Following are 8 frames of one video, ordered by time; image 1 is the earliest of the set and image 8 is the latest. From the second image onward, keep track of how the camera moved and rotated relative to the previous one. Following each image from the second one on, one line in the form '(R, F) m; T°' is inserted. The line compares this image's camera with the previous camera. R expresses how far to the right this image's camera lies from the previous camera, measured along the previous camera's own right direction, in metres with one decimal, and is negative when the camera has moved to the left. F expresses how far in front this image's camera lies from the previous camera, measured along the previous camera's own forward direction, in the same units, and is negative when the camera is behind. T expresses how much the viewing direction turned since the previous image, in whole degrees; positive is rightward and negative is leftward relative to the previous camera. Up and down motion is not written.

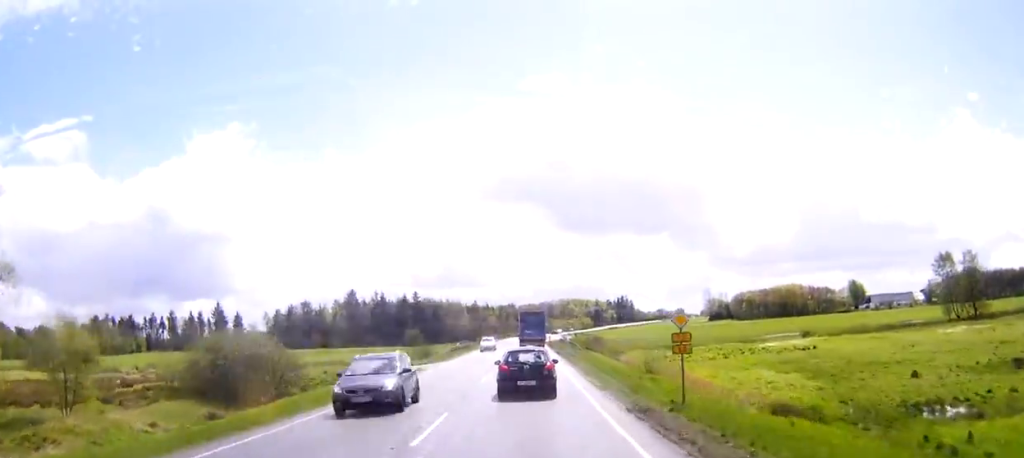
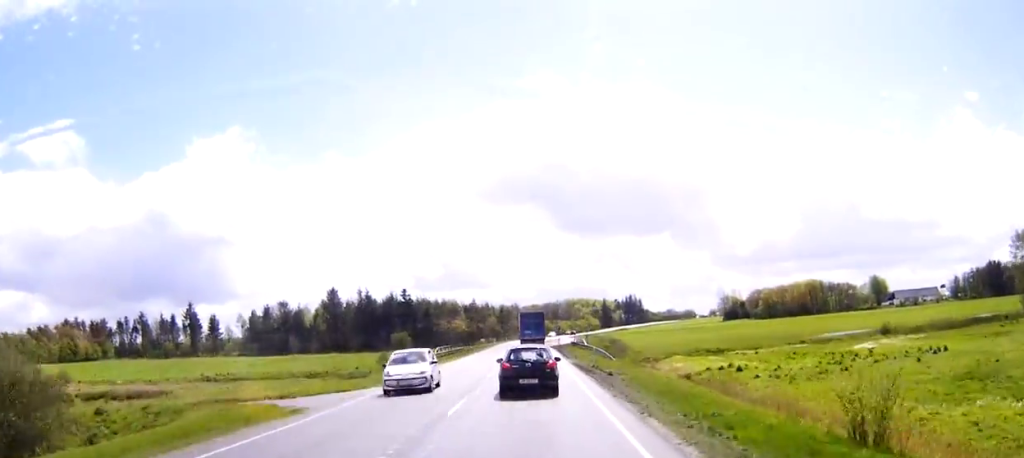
(-0.1, +24.2) m; 0°
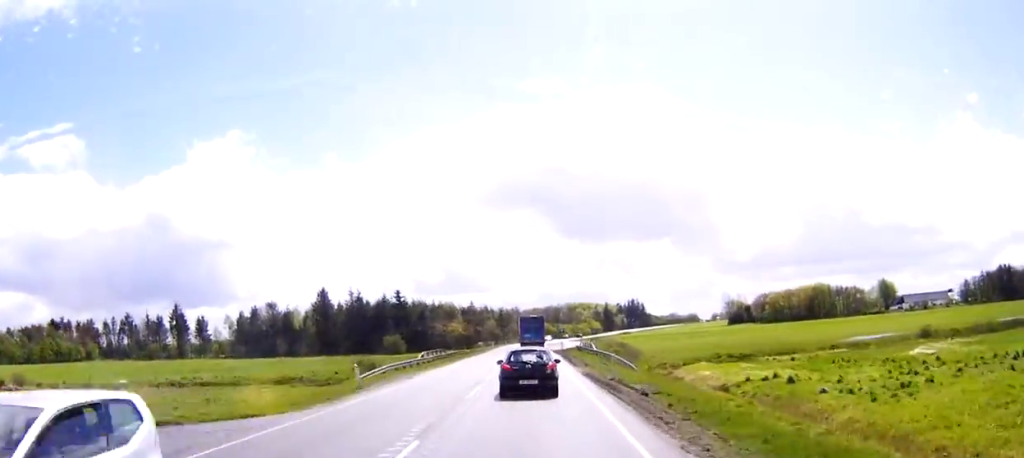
(0.0, +9.6) m; 0°
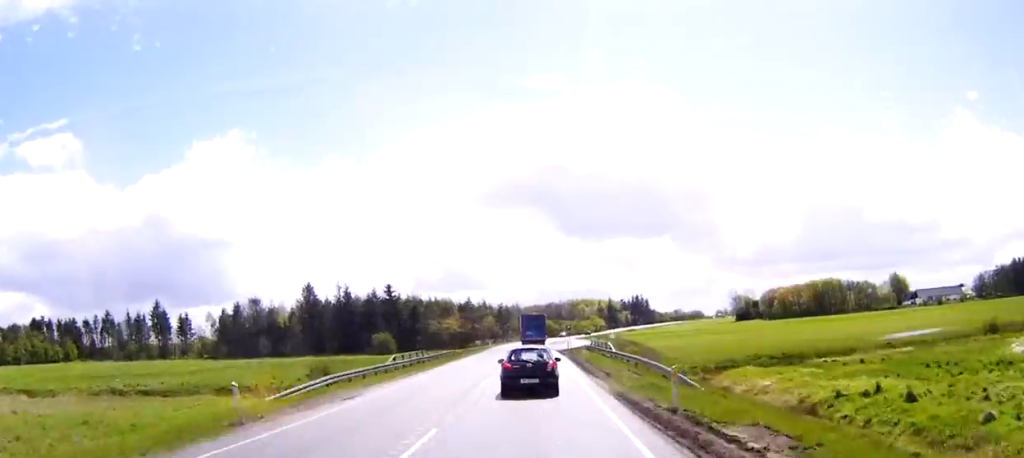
(0.0, +12.9) m; 0°
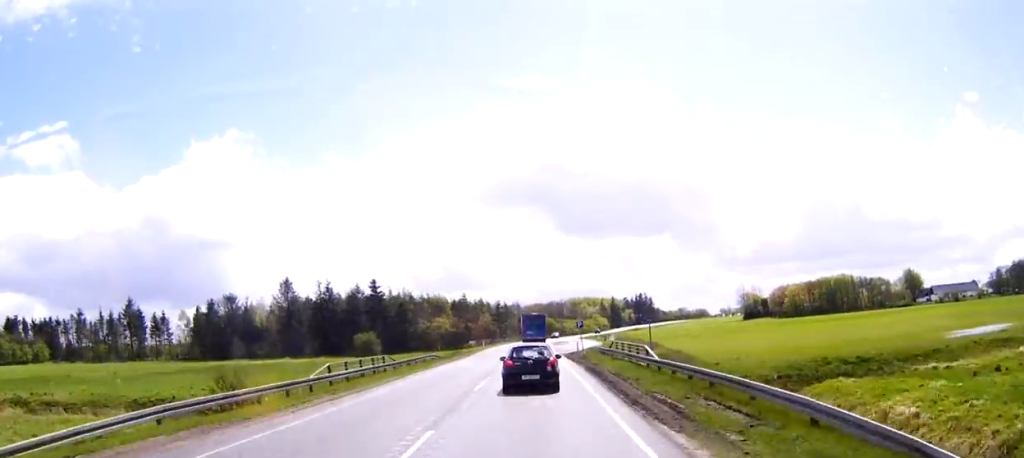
(+0.1, +15.6) m; 0°
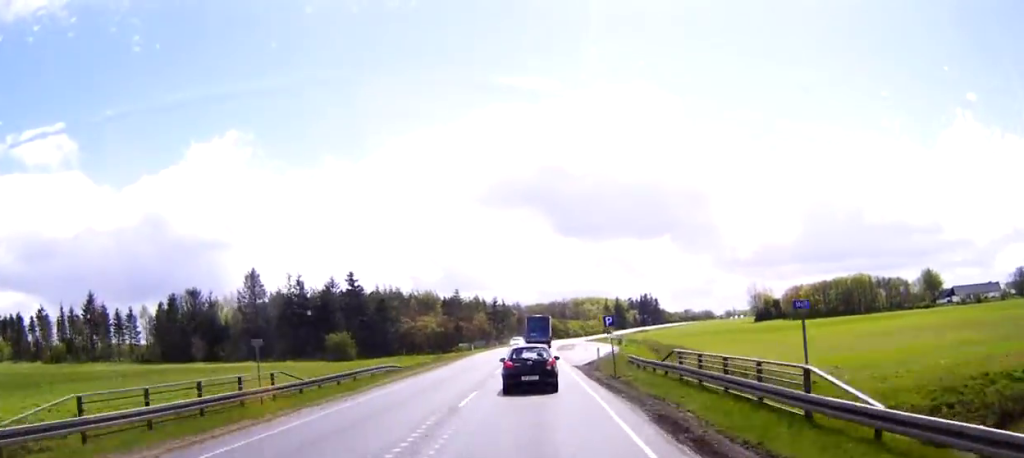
(-0.1, +19.5) m; -1°
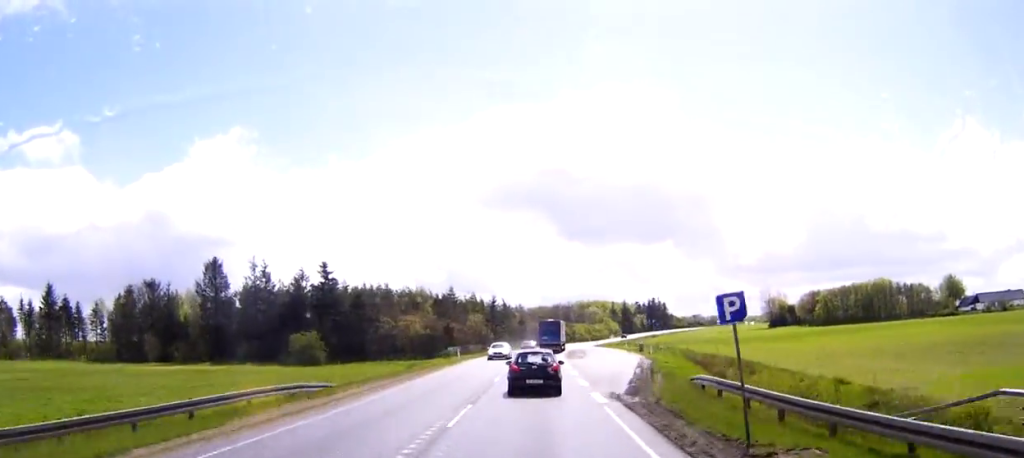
(-0.1, +18.9) m; 0°
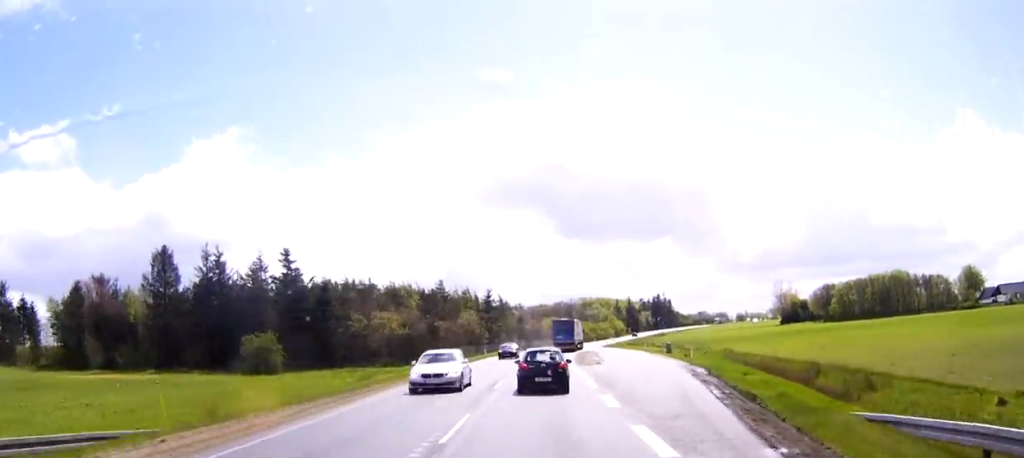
(+0.1, +17.6) m; 0°
